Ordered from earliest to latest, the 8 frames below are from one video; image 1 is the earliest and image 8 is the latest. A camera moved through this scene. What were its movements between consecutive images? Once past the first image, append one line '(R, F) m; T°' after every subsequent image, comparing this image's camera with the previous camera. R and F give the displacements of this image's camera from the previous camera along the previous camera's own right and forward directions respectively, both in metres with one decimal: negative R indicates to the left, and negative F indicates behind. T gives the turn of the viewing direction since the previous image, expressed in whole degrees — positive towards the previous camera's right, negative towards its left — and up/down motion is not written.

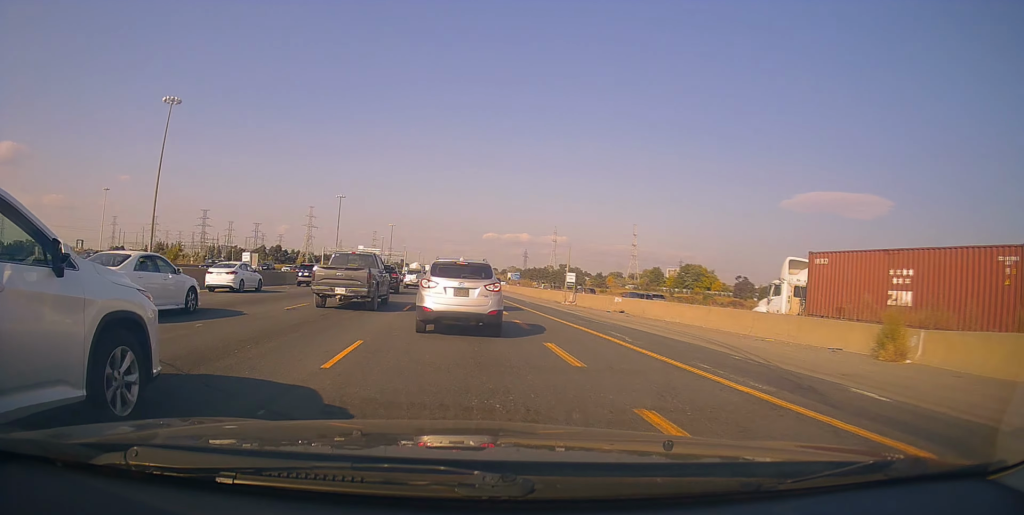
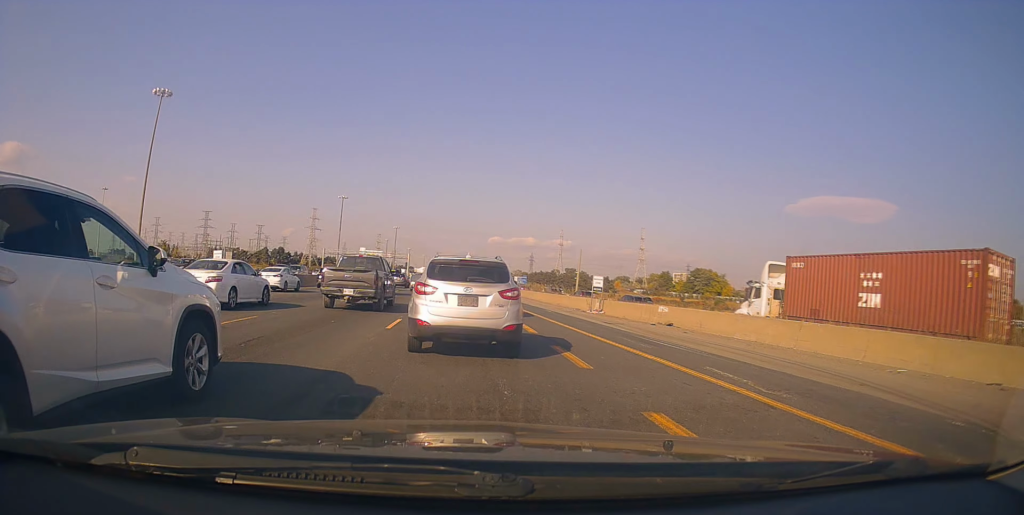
(+0.3, +6.5) m; +2°
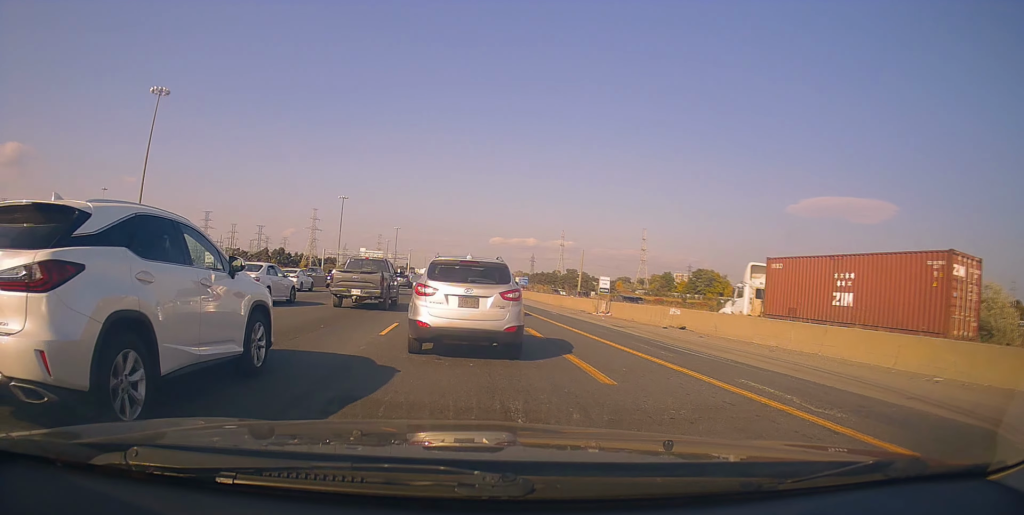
(0.0, +1.8) m; -1°
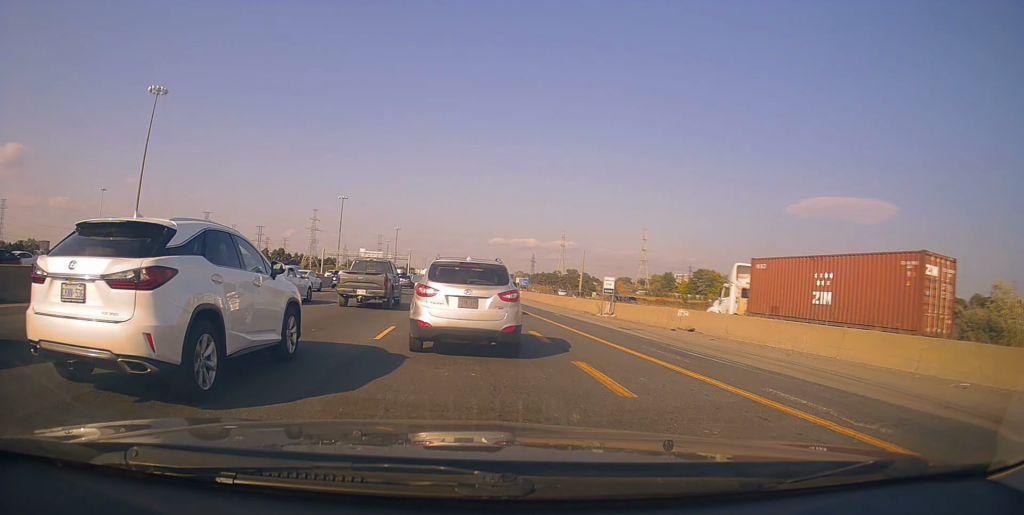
(-0.1, +1.0) m; -1°
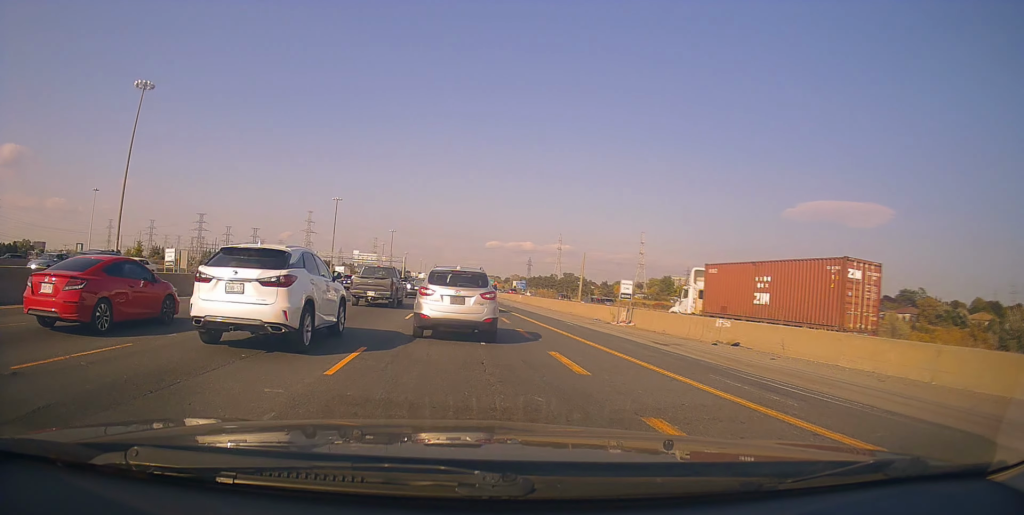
(-0.1, +3.9) m; +2°
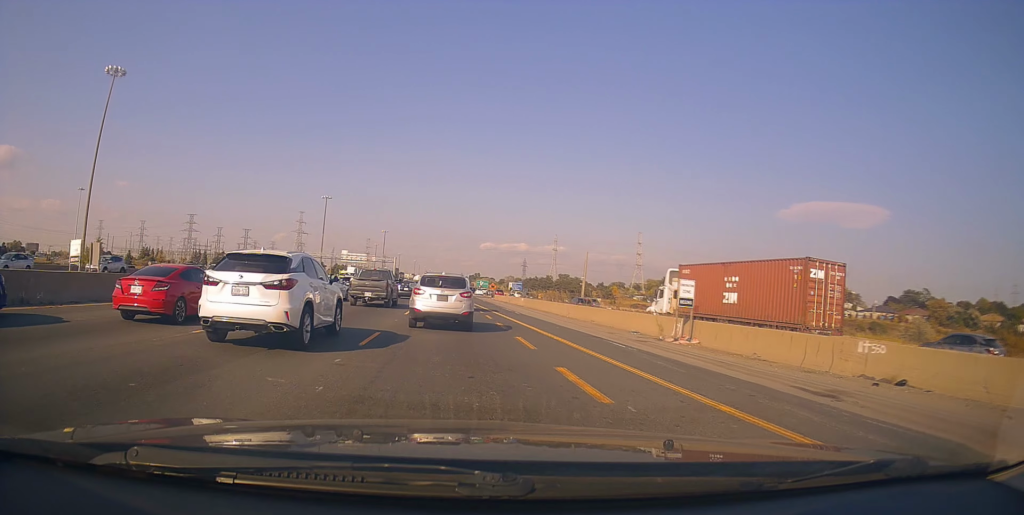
(-0.1, +7.4) m; -3°
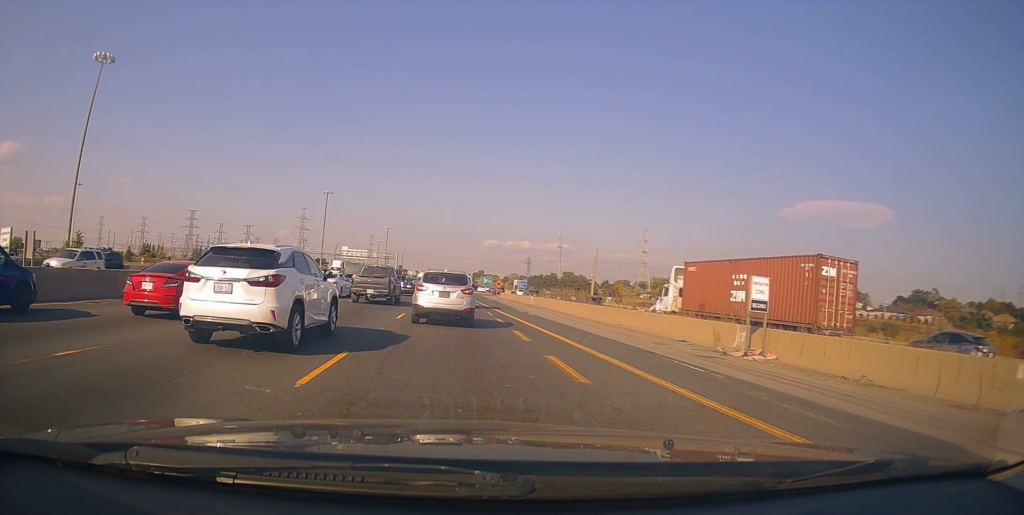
(0.0, +4.5) m; 0°
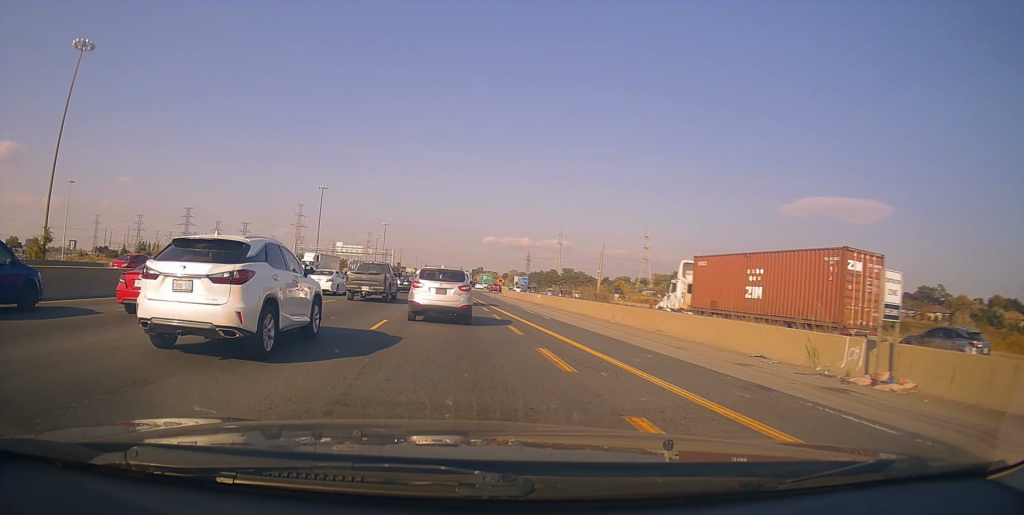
(0.0, +5.0) m; 0°
